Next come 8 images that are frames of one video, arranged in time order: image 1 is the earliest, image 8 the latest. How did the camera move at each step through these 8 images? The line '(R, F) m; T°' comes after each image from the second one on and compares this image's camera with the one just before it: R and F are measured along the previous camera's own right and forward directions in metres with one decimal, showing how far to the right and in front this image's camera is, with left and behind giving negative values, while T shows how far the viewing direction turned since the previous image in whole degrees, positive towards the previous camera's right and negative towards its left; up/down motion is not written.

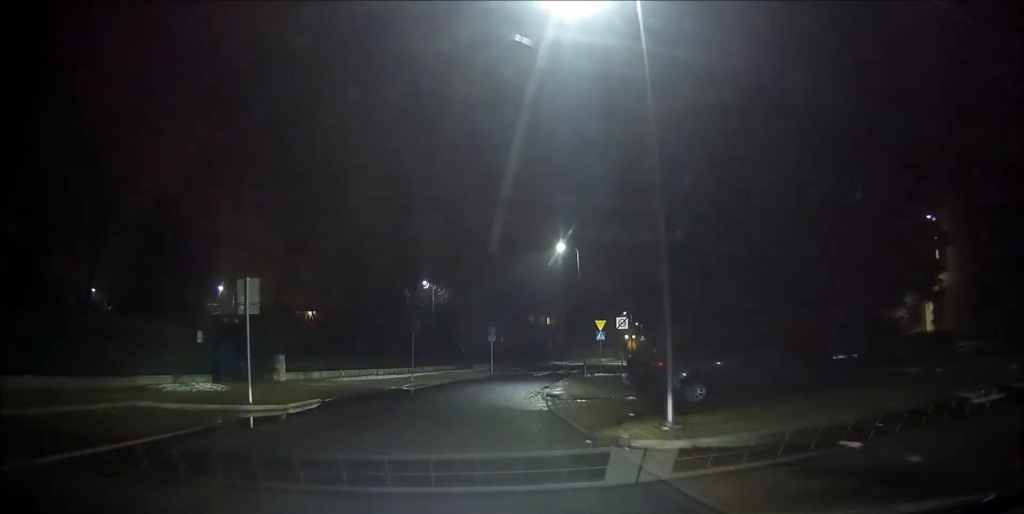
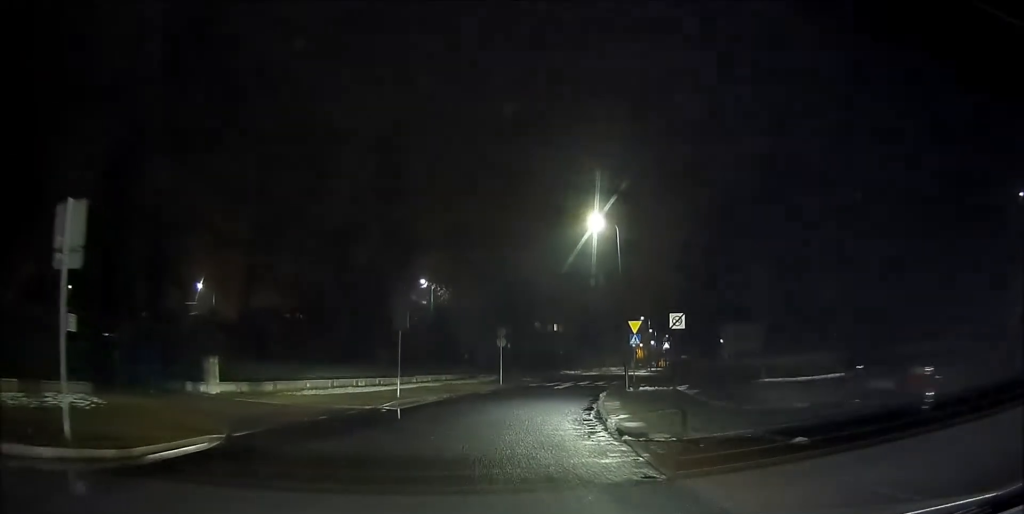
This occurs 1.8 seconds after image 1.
(0.0, +11.2) m; 0°
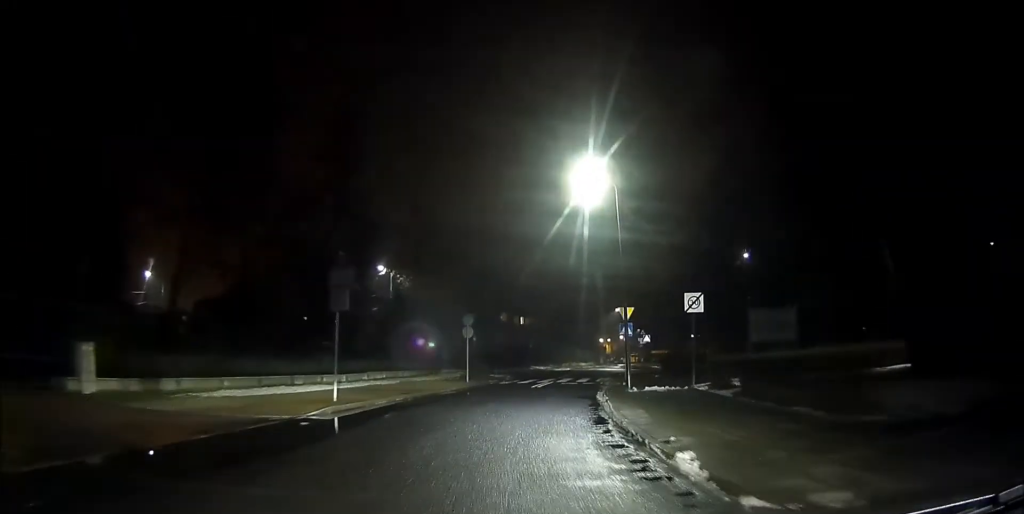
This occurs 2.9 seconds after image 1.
(0.0, +5.9) m; 0°
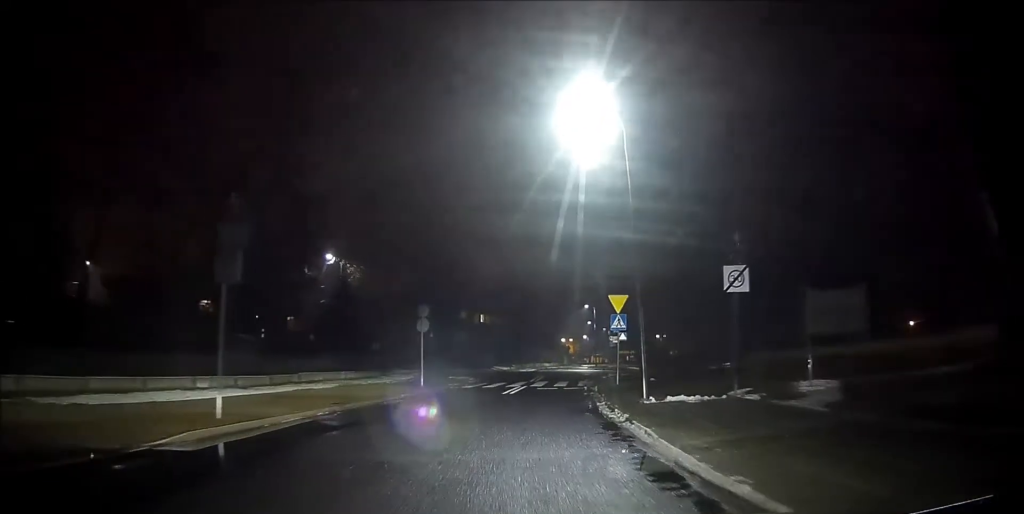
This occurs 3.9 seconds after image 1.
(0.0, +5.2) m; 0°
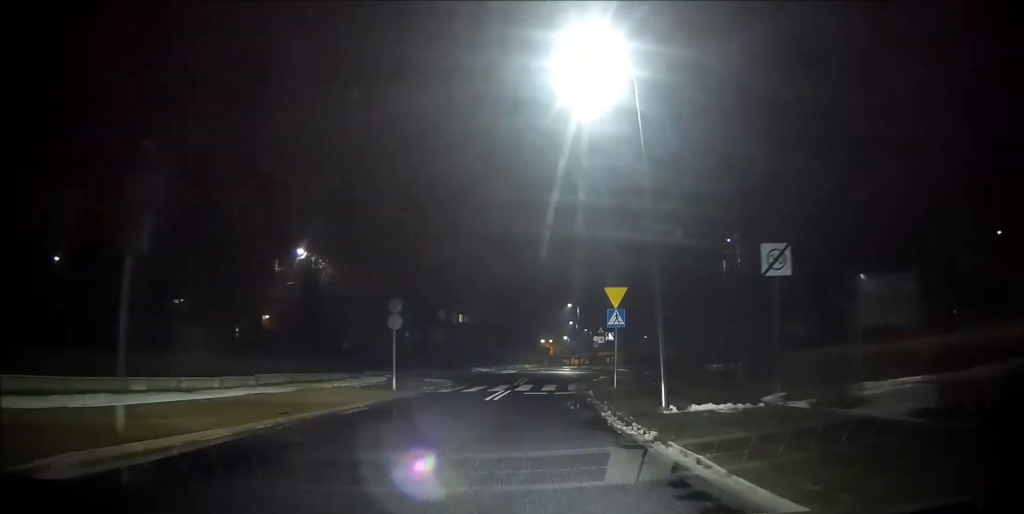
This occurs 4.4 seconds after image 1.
(0.0, +2.4) m; 0°
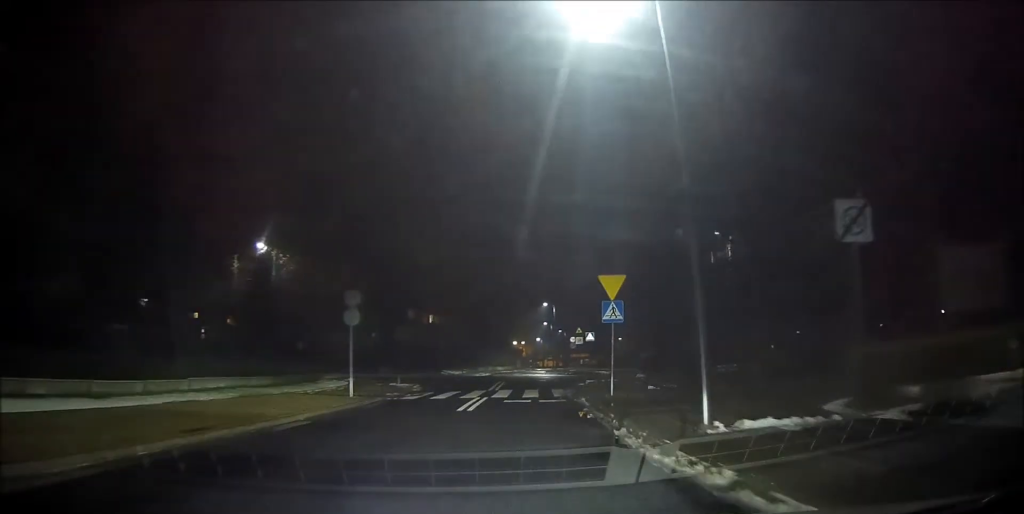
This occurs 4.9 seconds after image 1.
(0.0, +2.7) m; 0°
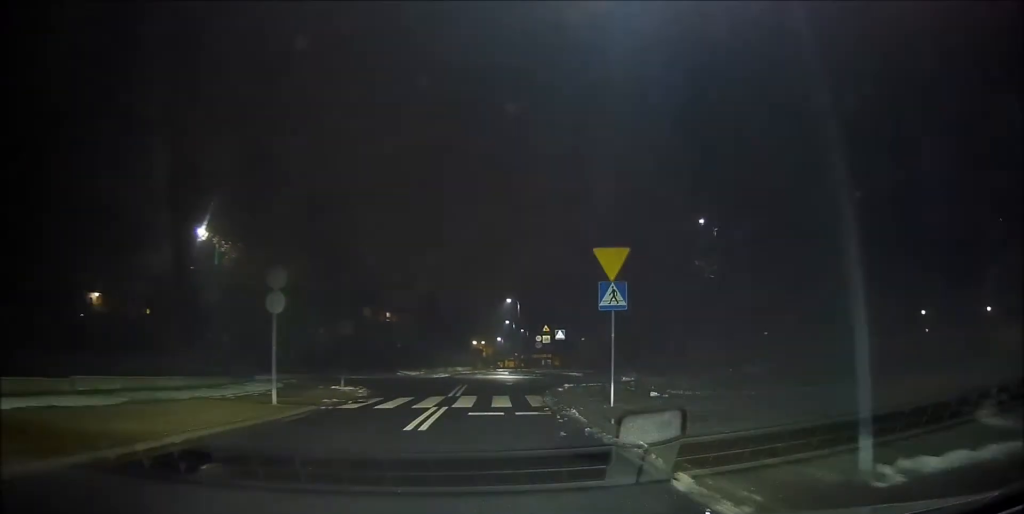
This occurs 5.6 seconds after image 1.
(0.0, +3.3) m; 0°
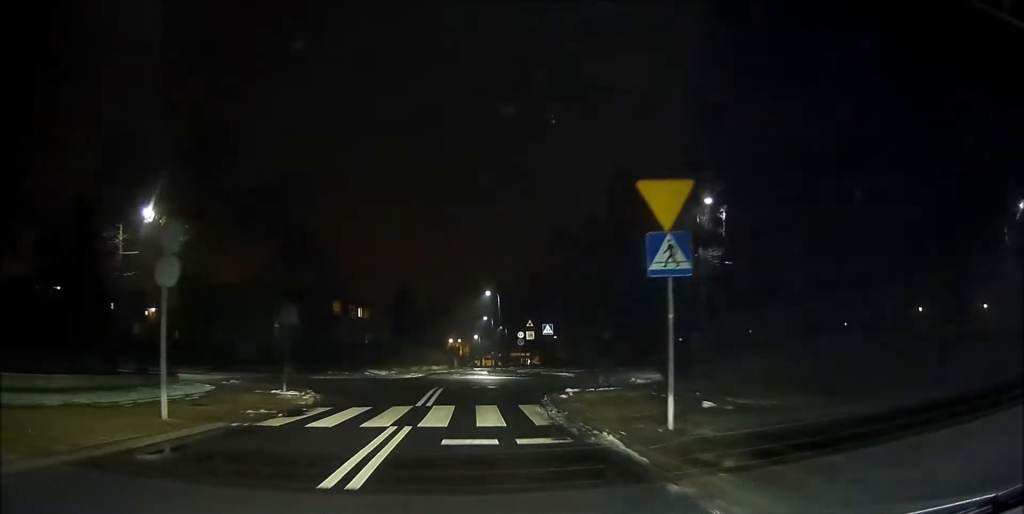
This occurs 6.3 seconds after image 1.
(0.0, +3.7) m; +1°
